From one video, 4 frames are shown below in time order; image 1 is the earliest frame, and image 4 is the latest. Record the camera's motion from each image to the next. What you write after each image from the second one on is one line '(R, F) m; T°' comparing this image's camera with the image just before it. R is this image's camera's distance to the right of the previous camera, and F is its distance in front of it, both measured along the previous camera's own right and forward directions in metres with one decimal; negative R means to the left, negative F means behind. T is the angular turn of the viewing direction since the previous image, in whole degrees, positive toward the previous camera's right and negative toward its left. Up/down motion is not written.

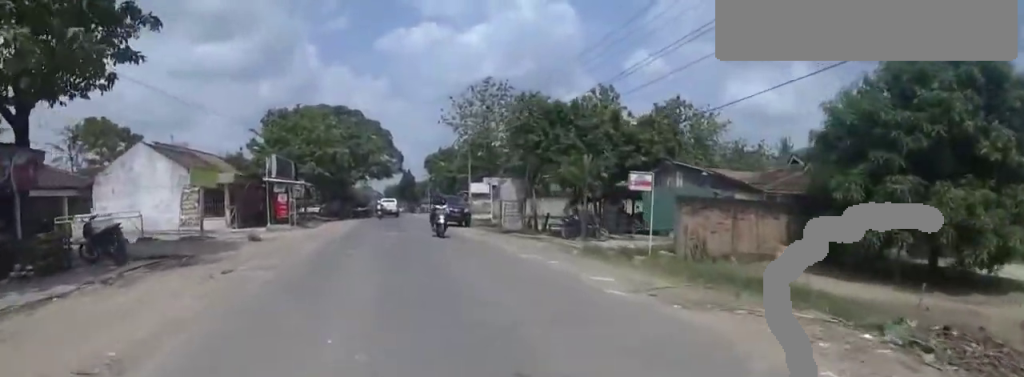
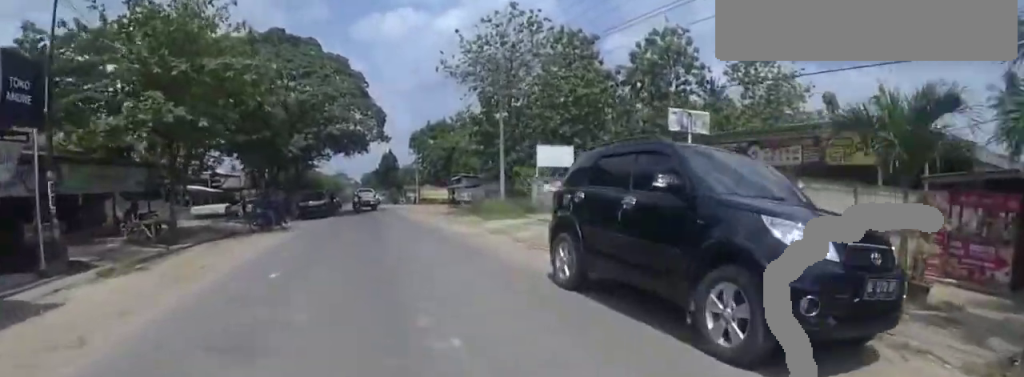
(+2.0, +21.0) m; +3°
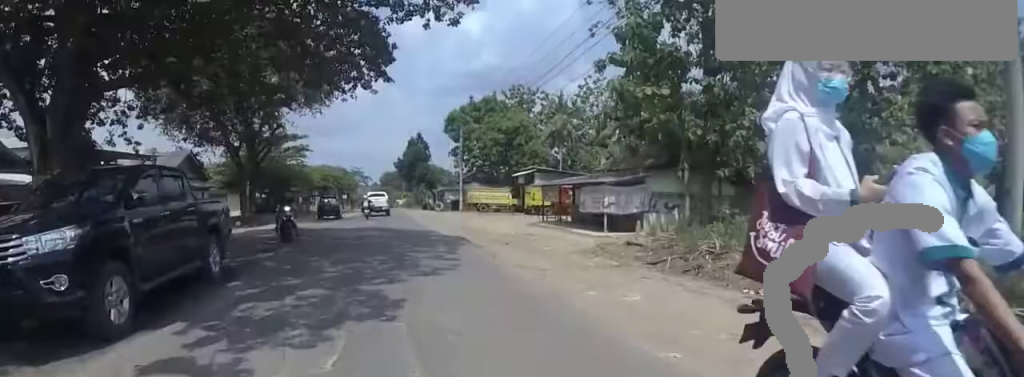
(-0.3, +27.0) m; +3°
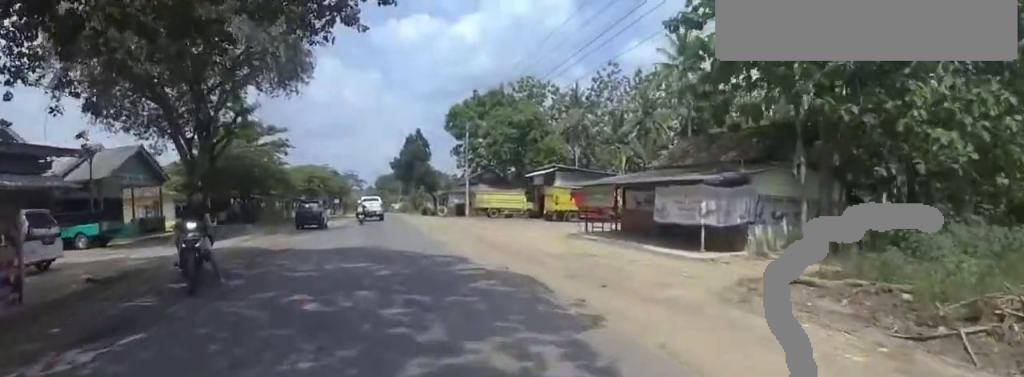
(+0.1, +7.1) m; +2°
